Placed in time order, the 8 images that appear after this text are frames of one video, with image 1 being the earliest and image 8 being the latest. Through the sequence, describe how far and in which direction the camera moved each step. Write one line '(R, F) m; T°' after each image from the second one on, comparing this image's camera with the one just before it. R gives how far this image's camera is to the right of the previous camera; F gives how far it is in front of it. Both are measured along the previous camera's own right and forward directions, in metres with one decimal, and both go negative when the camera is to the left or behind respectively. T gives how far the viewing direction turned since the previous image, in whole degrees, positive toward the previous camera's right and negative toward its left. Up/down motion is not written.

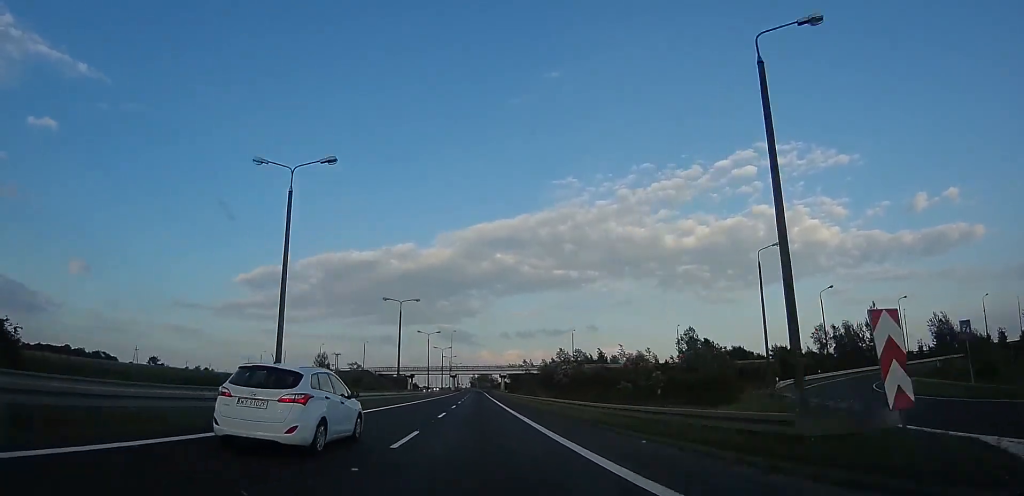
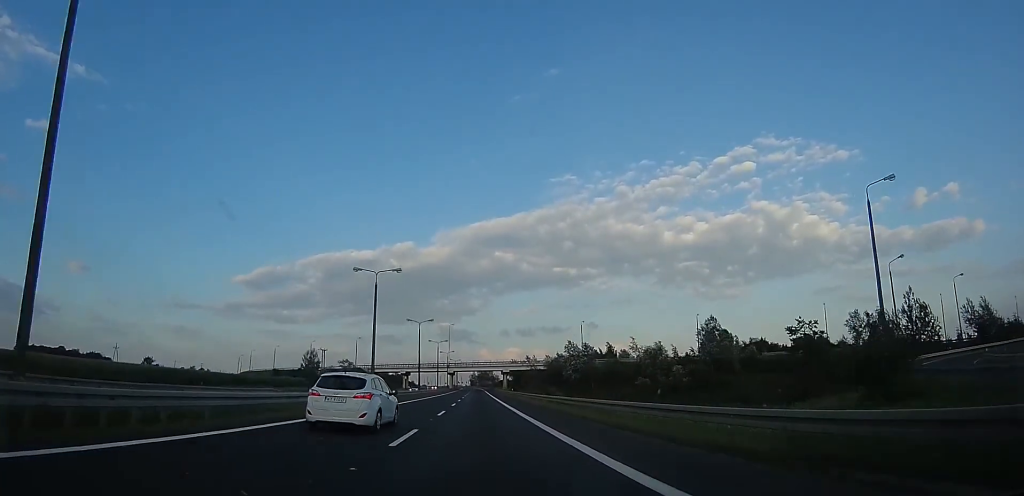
(0.0, +12.2) m; 0°
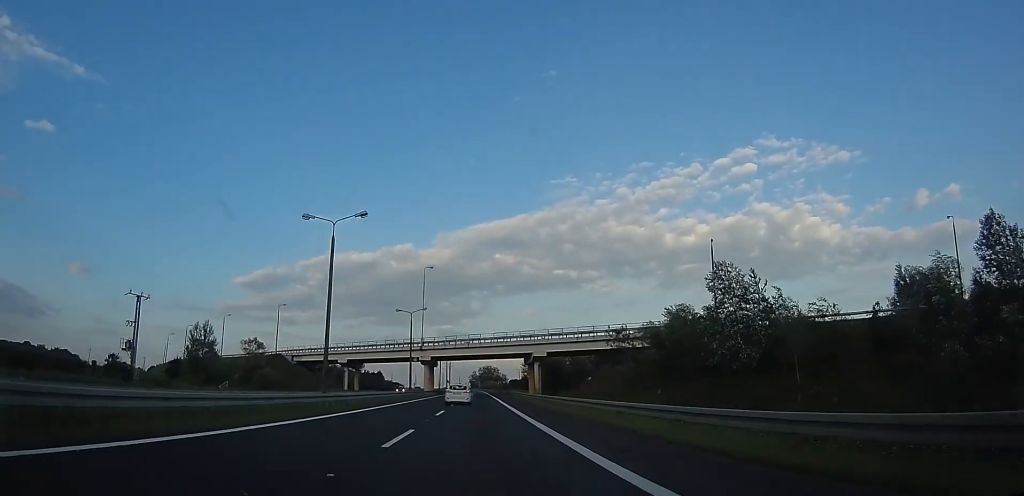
(+0.5, +72.0) m; +2°
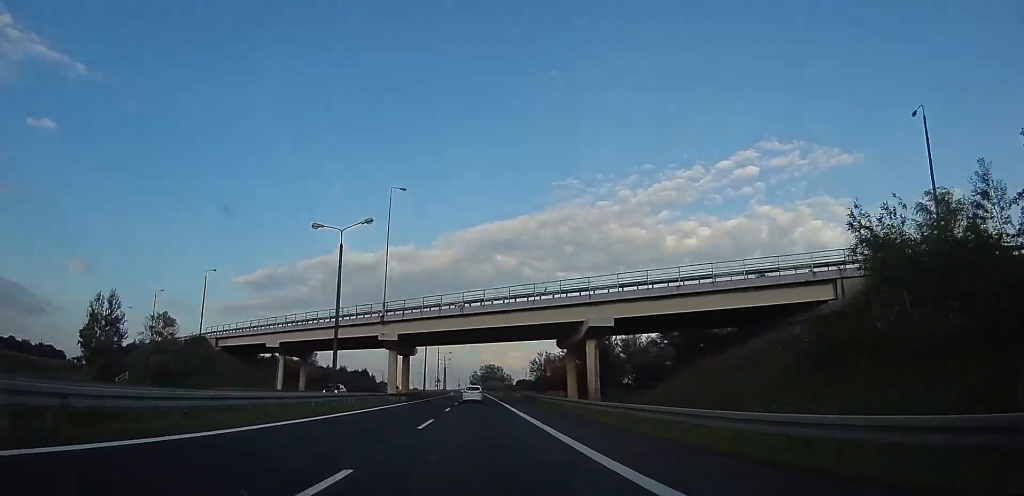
(+0.7, +31.2) m; 0°
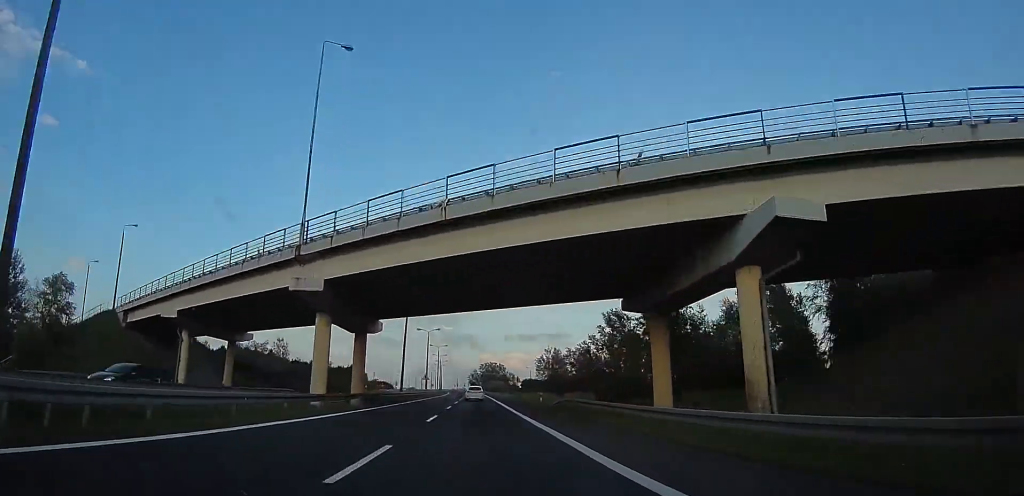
(-0.3, +20.9) m; -1°
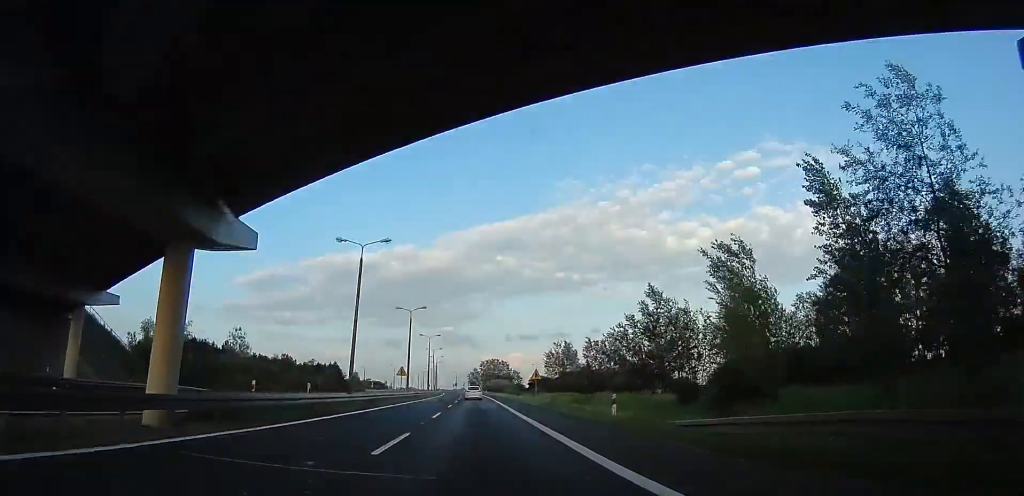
(-1.0, +20.9) m; 0°
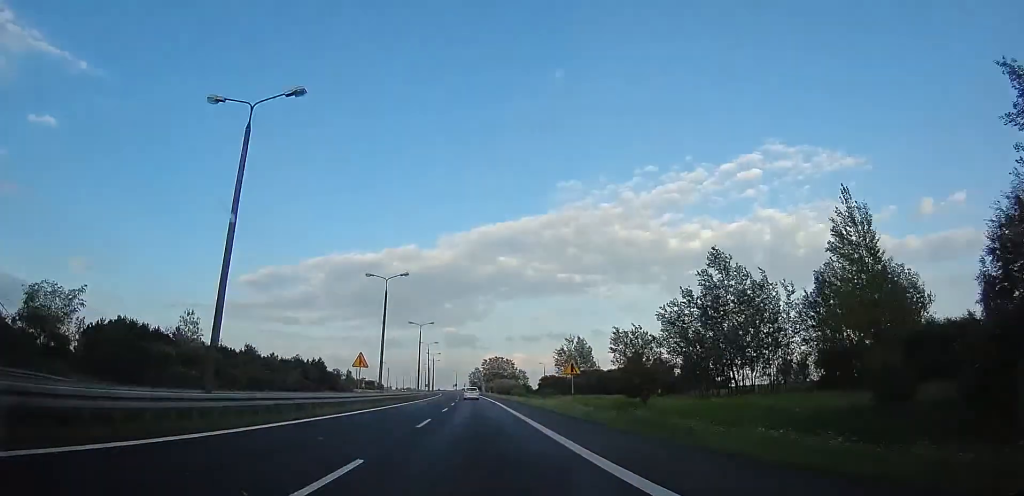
(+0.9, +16.8) m; 0°
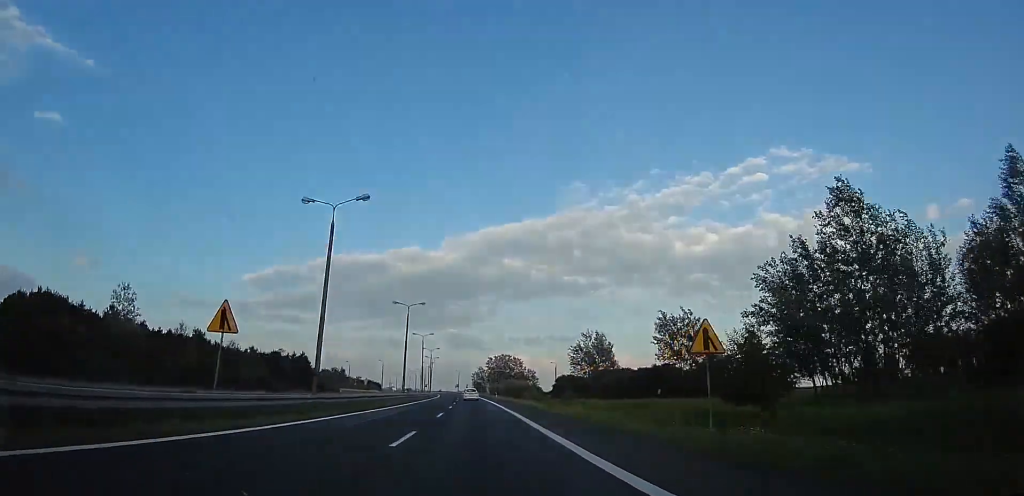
(+0.4, +16.8) m; 0°
